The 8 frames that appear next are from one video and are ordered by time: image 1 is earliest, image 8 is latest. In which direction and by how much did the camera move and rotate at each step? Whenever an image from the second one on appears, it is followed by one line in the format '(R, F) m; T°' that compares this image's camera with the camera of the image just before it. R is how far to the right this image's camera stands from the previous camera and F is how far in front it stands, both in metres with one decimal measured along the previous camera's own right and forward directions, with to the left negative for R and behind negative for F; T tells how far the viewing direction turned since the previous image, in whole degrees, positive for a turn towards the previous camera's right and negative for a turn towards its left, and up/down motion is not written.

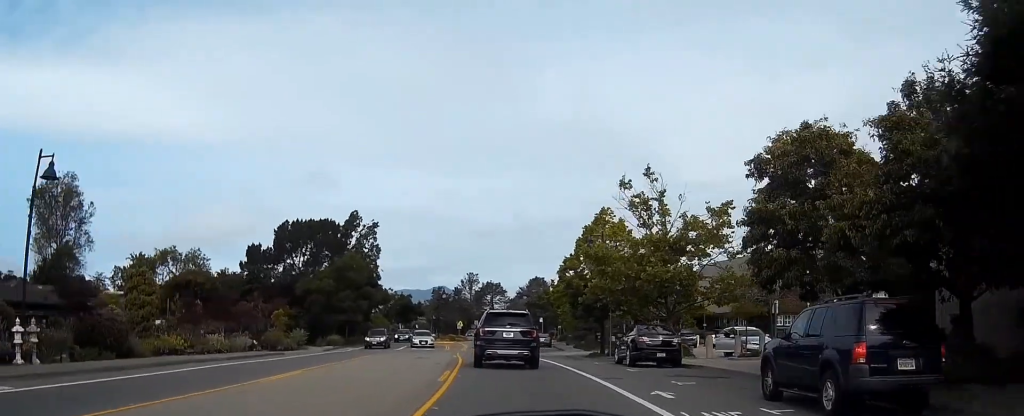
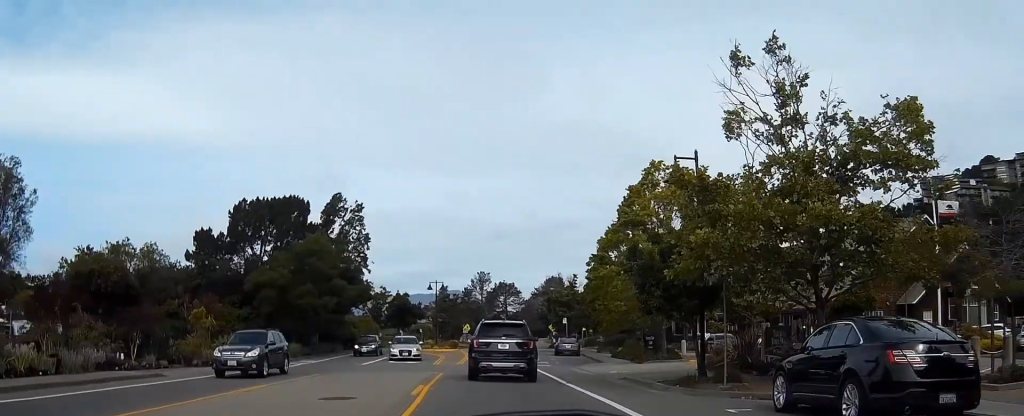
(-0.1, +17.3) m; 0°
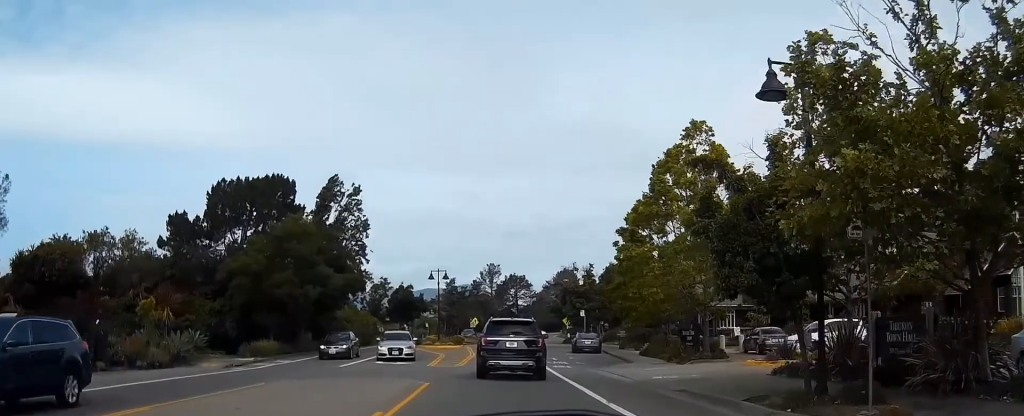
(-0.1, +7.2) m; 0°
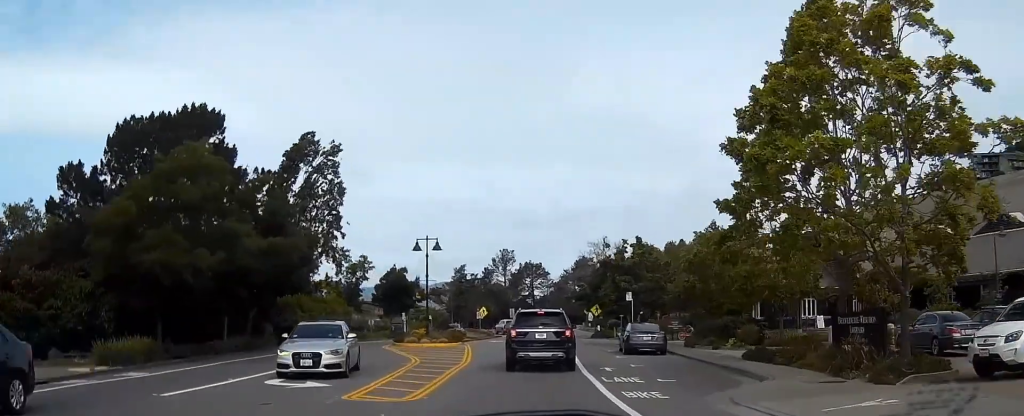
(+0.2, +17.2) m; 0°
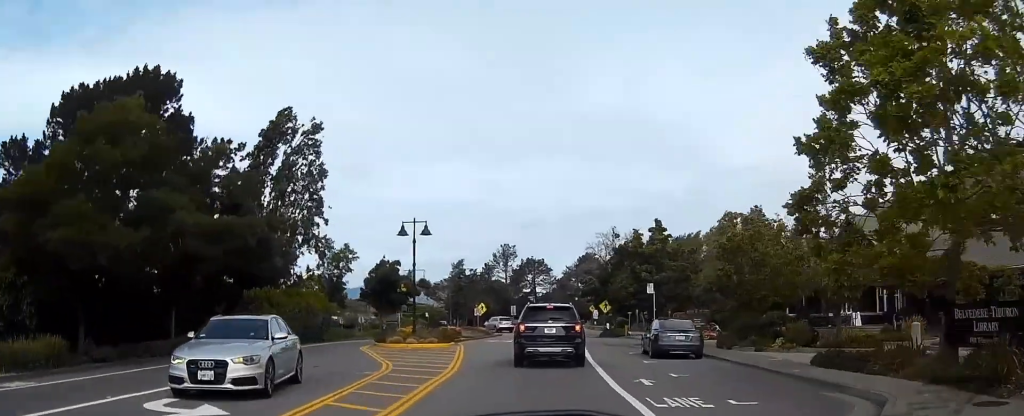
(-0.1, +6.2) m; 0°
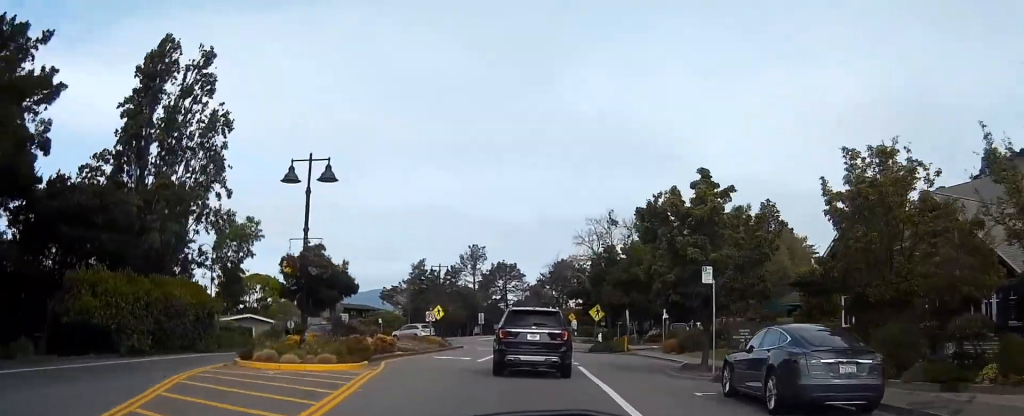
(+0.1, +15.2) m; +1°
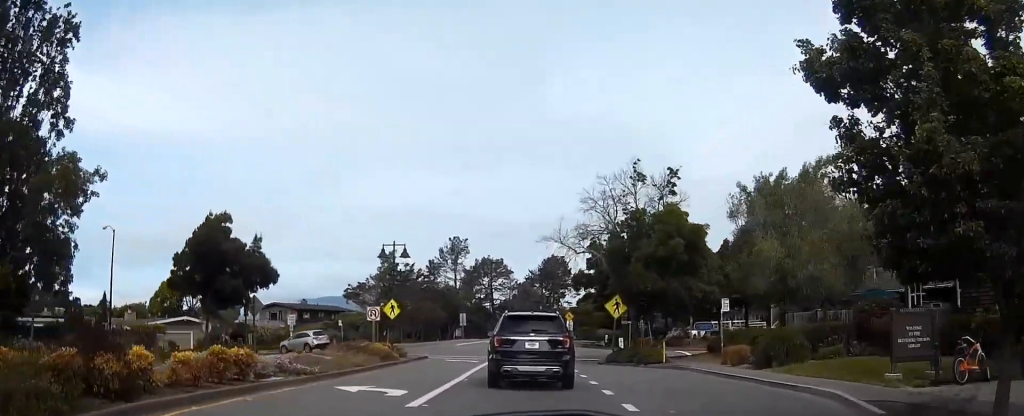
(+0.2, +15.6) m; +2°
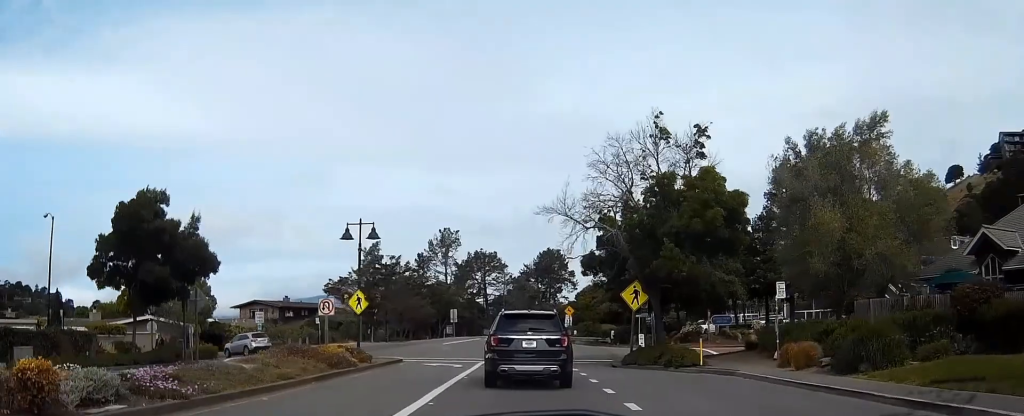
(+0.1, +7.3) m; +1°
